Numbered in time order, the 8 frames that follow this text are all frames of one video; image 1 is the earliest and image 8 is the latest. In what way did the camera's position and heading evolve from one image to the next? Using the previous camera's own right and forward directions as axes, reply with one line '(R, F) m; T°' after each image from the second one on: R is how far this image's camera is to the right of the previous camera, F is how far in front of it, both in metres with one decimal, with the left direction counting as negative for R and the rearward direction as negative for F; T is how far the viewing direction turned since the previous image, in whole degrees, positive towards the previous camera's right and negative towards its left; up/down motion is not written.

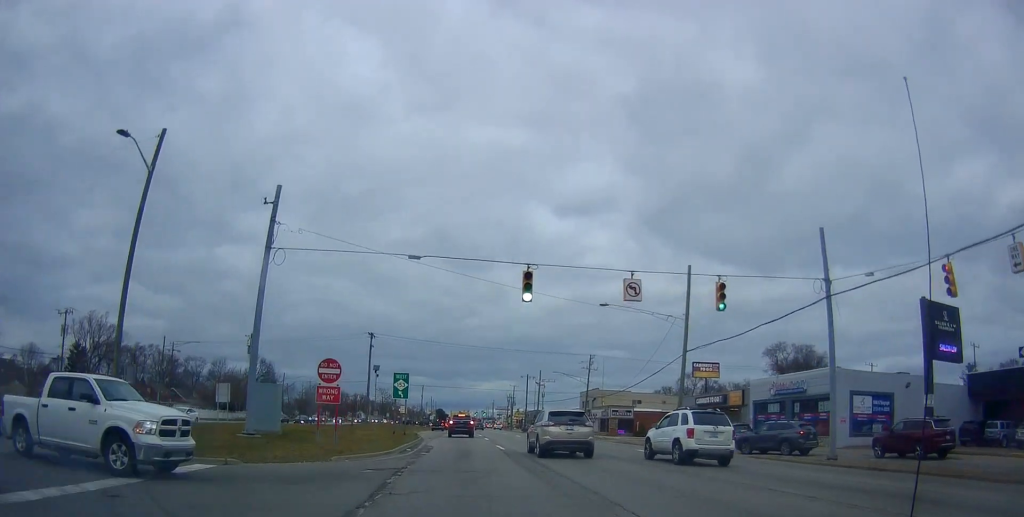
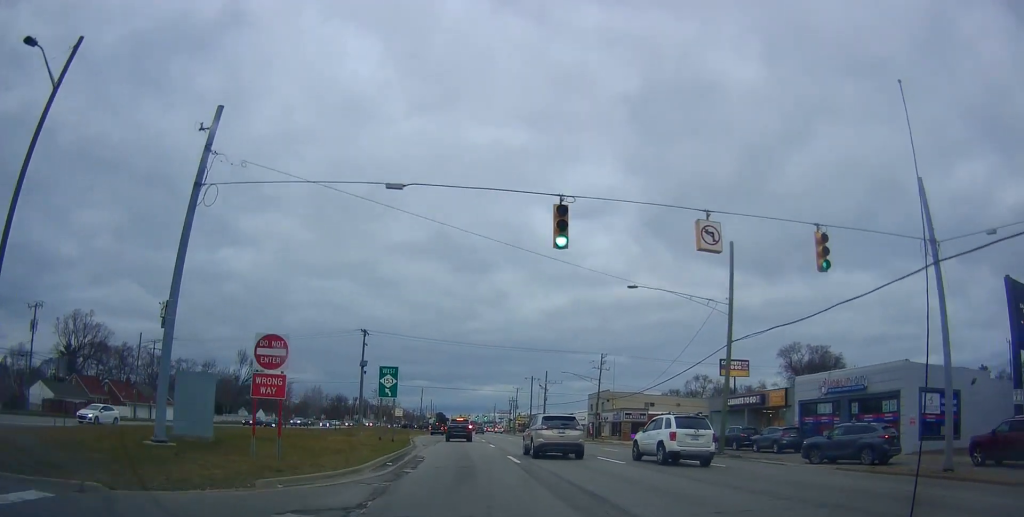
(+0.2, +6.7) m; -1°
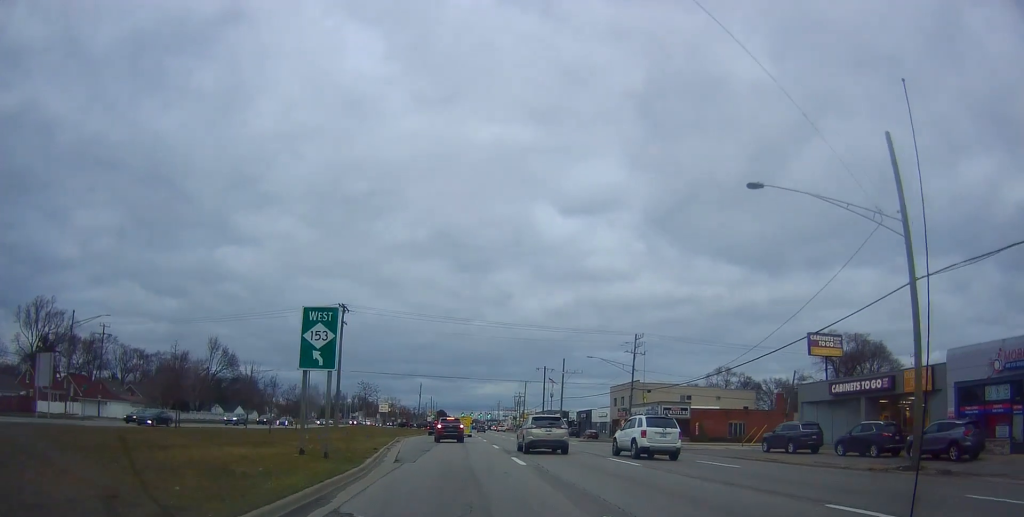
(-0.7, +15.4) m; 0°
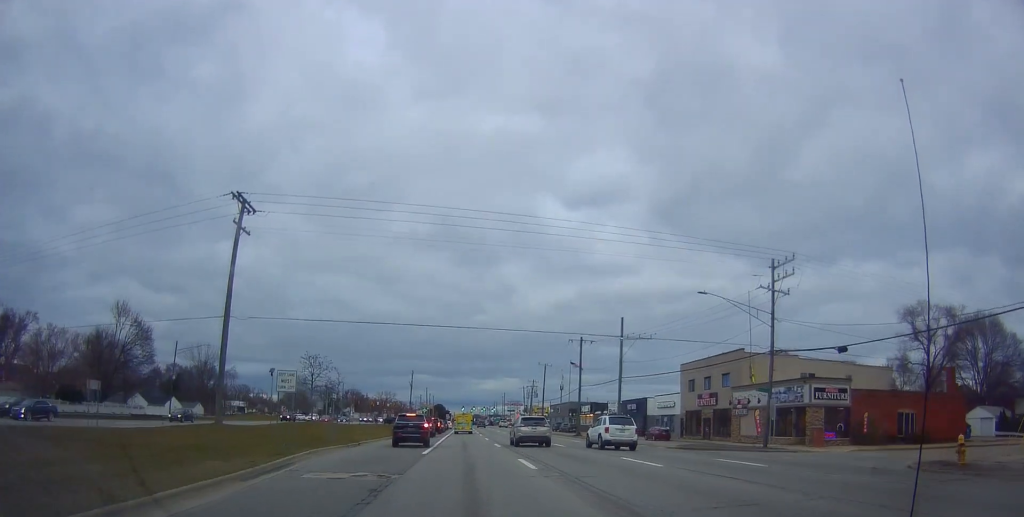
(+0.2, +31.4) m; 0°
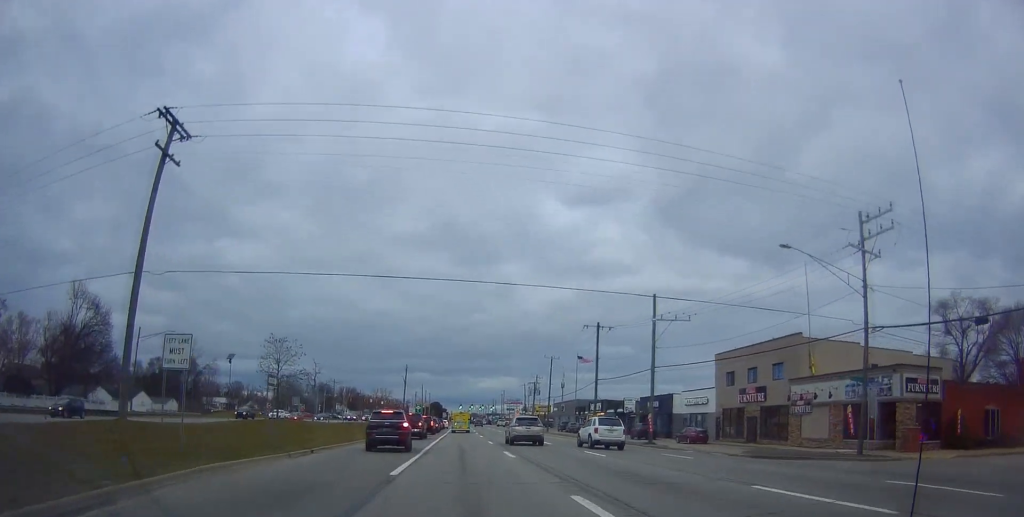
(0.0, +10.0) m; 0°
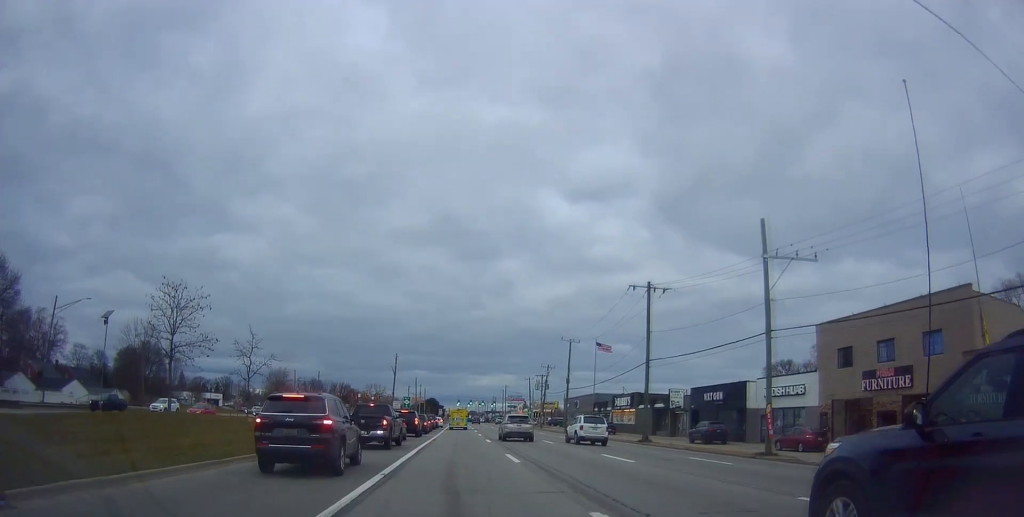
(+0.5, +17.7) m; +1°
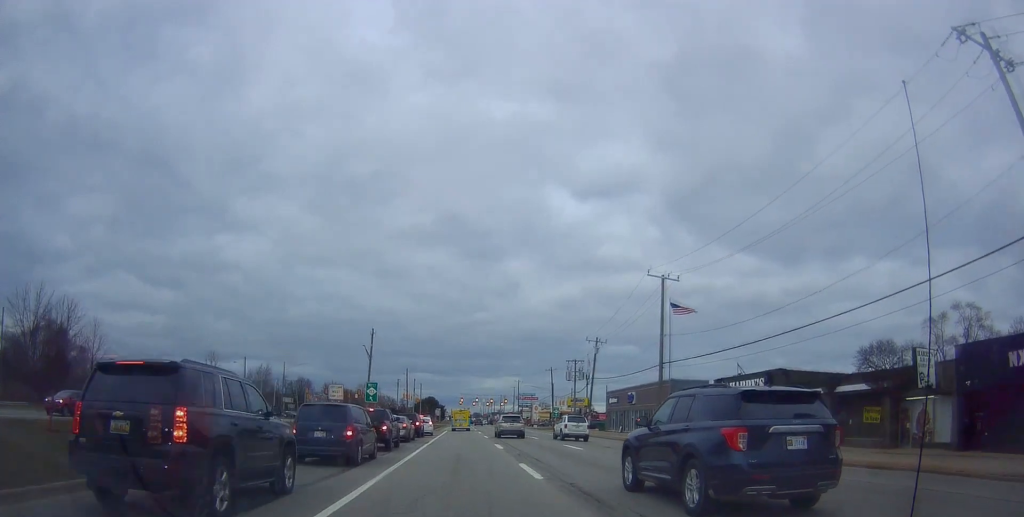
(+0.2, +35.4) m; +1°
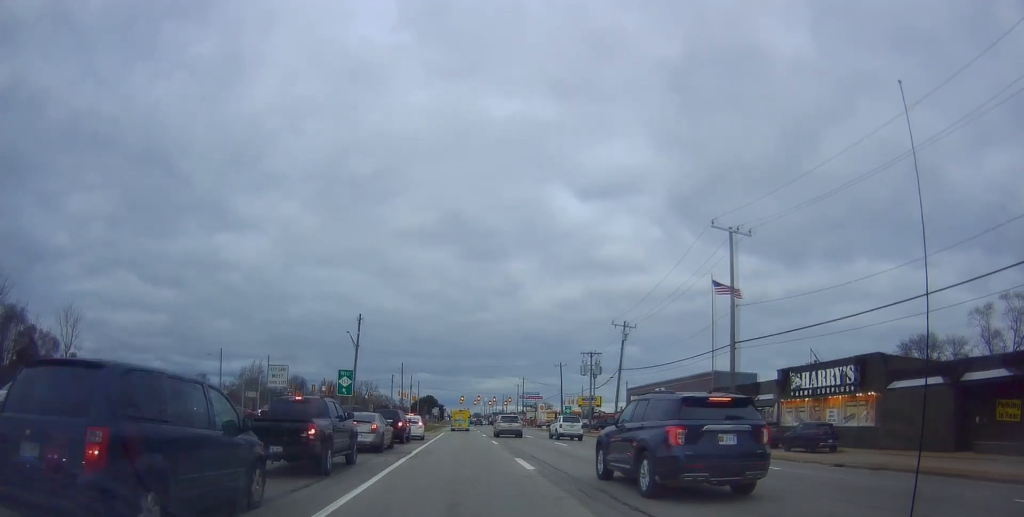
(+0.1, +11.4) m; -2°
